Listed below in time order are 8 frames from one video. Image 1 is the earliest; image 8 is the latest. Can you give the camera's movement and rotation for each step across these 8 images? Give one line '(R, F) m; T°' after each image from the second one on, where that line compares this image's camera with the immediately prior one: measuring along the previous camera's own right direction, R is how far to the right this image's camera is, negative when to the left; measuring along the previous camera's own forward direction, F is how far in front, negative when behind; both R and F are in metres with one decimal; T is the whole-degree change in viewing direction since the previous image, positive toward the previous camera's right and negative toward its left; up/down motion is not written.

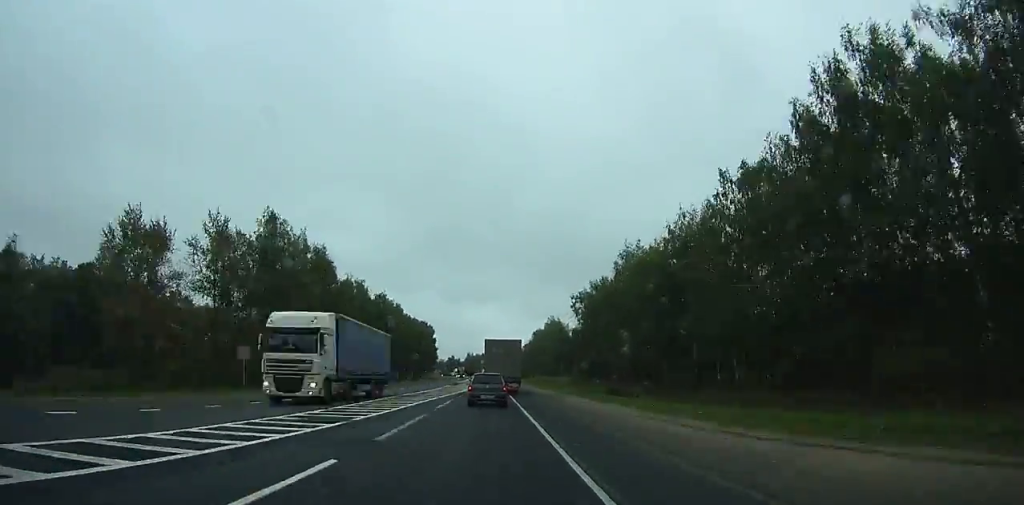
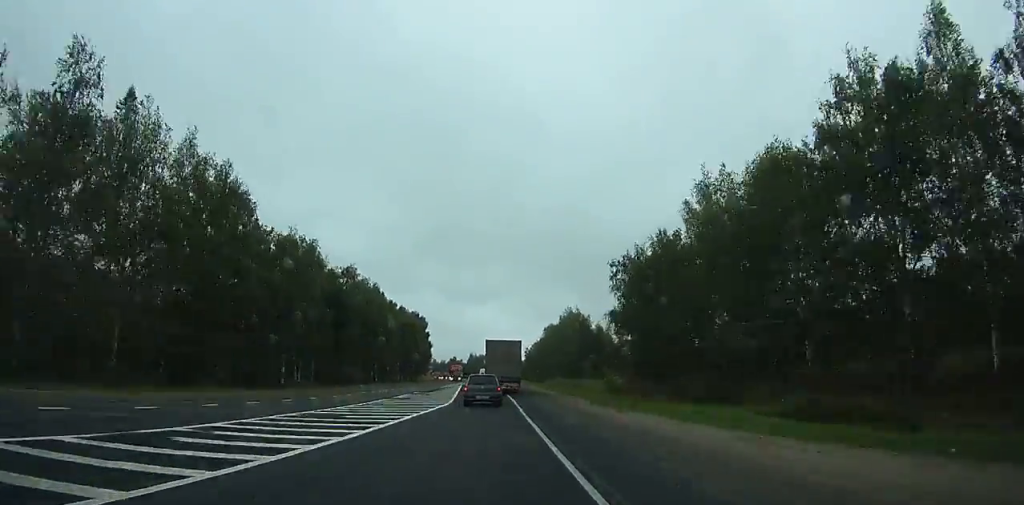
(+0.3, +37.1) m; 0°
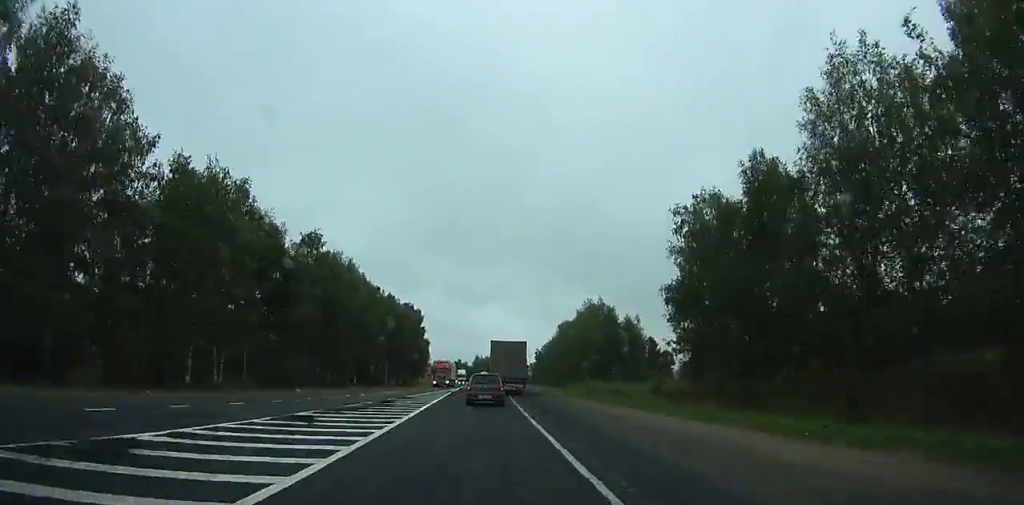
(-0.3, +27.1) m; 0°
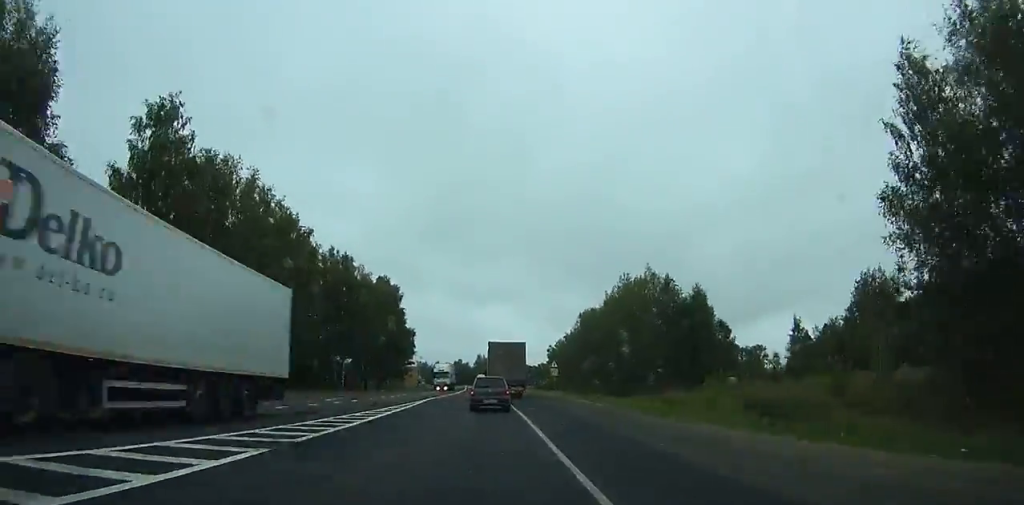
(-0.3, +41.7) m; -1°
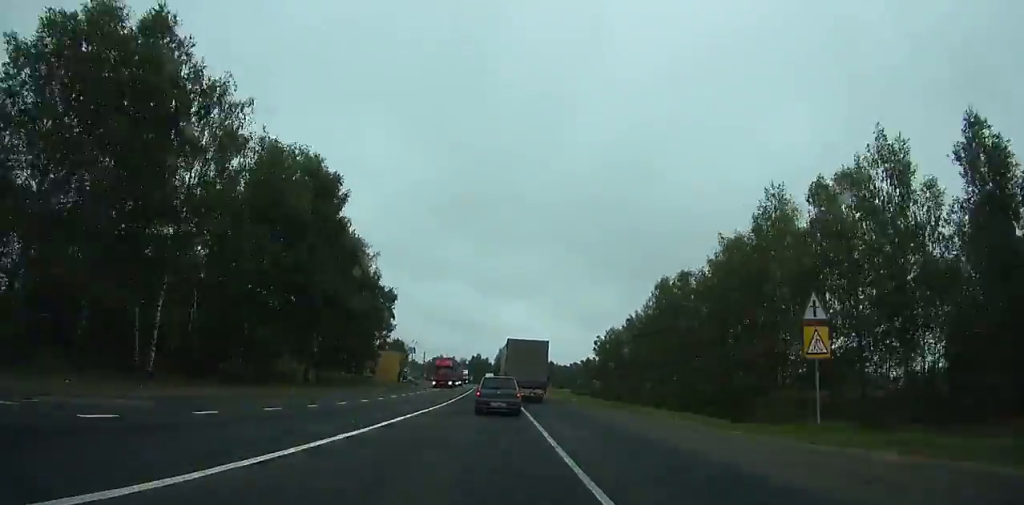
(-0.6, +55.5) m; -1°
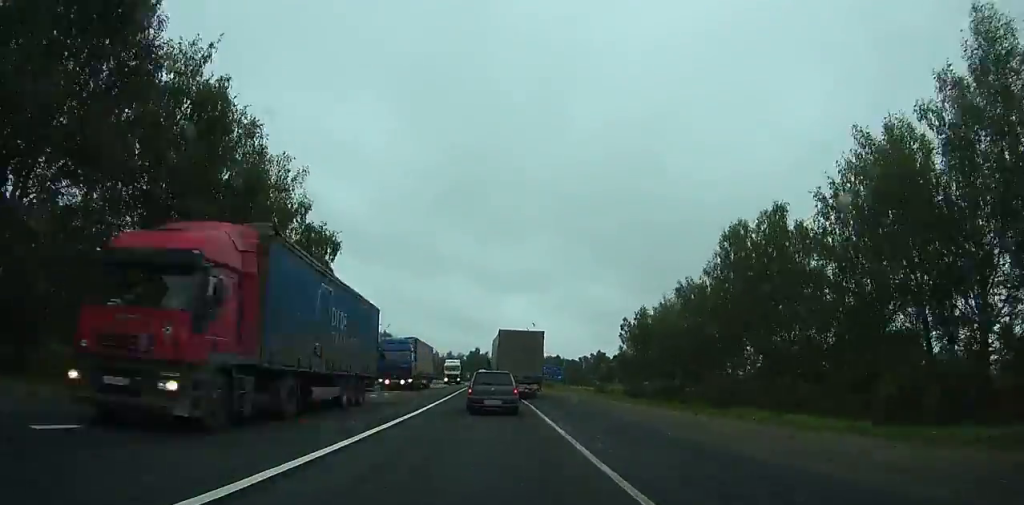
(-0.2, +31.4) m; -1°
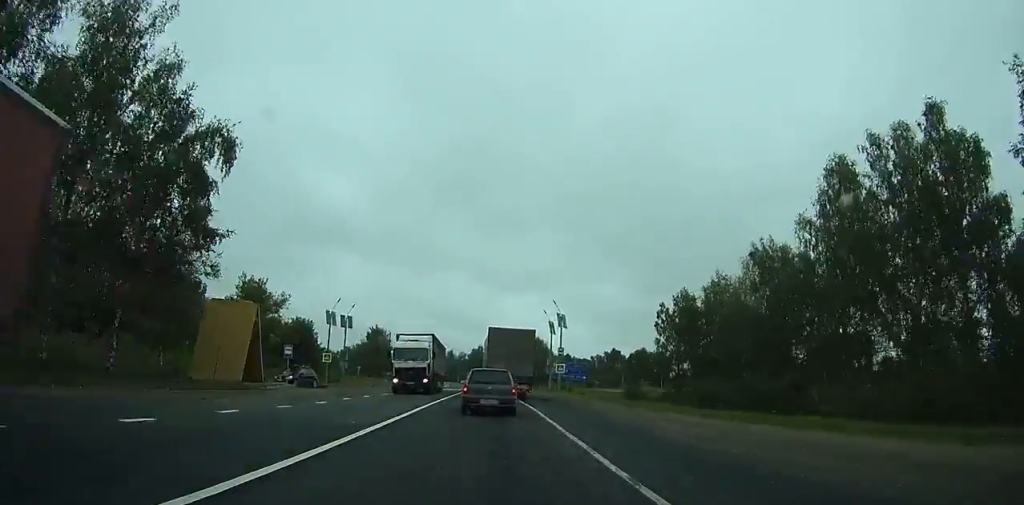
(-0.1, +24.7) m; -1°
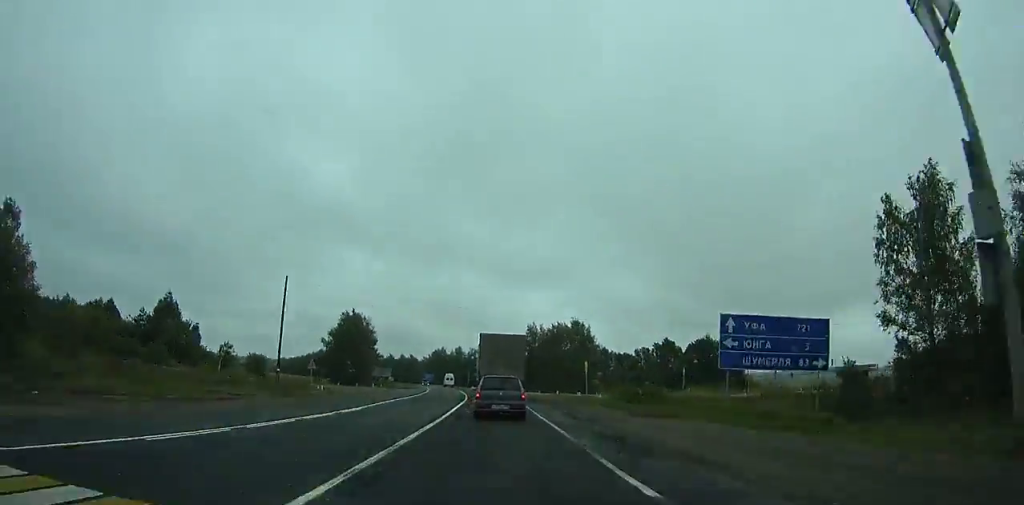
(-0.6, +58.7) m; -3°
